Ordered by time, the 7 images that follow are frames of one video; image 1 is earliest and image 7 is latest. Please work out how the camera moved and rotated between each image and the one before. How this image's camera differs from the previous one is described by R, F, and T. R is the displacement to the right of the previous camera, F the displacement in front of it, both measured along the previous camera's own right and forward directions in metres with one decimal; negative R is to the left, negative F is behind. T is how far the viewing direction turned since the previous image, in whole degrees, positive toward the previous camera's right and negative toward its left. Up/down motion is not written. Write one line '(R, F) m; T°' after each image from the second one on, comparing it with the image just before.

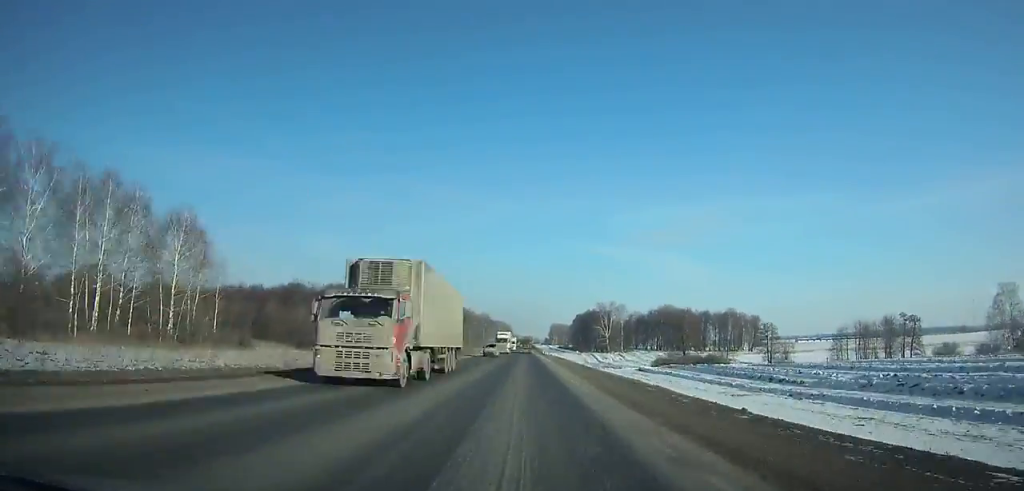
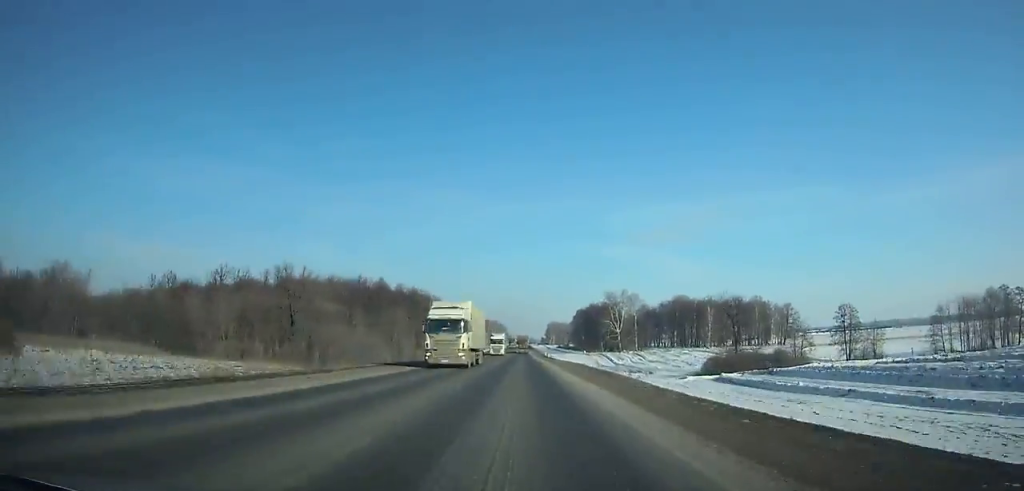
(+0.2, +39.7) m; 0°
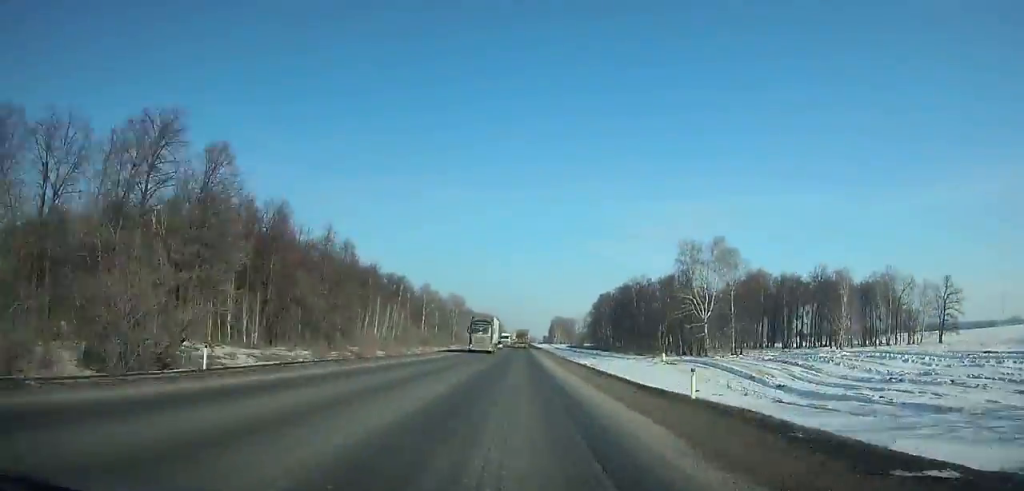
(+0.3, +97.6) m; 0°
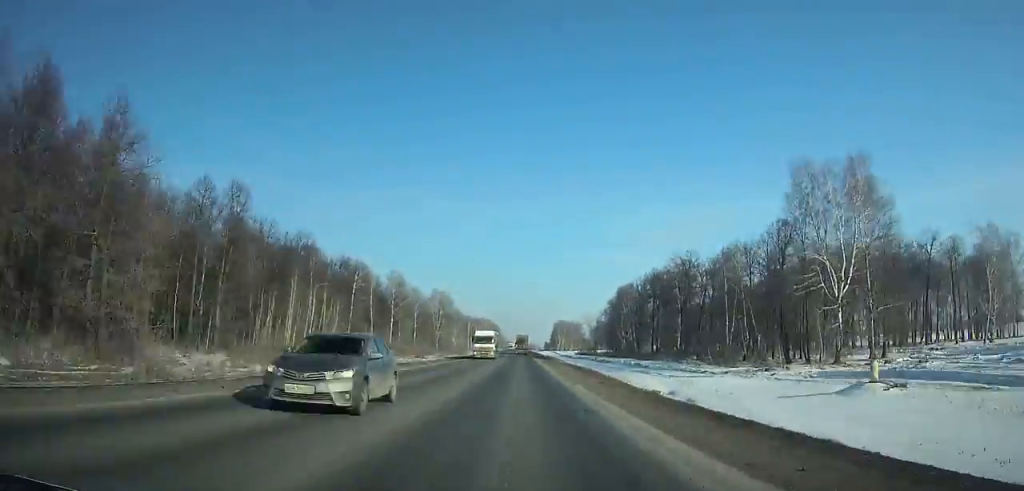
(0.0, +47.1) m; 0°
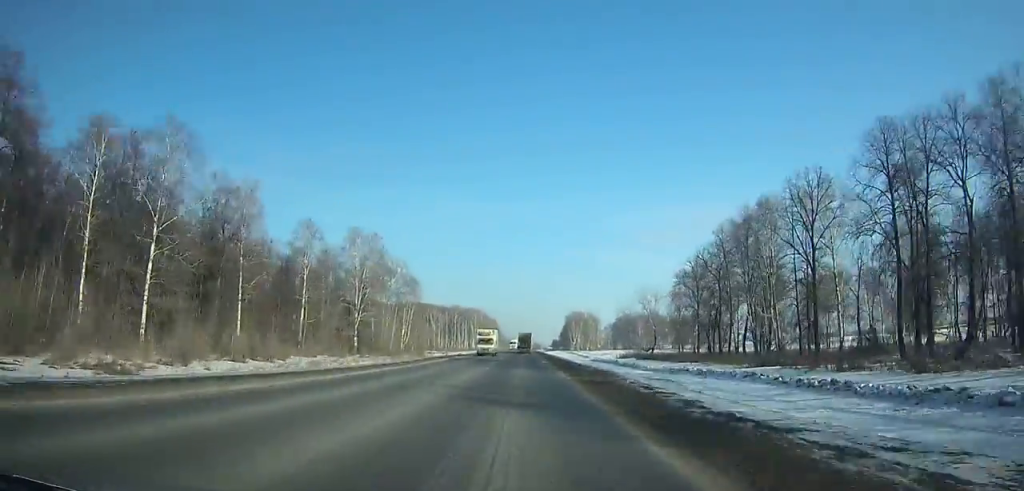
(0.0, +101.3) m; 0°
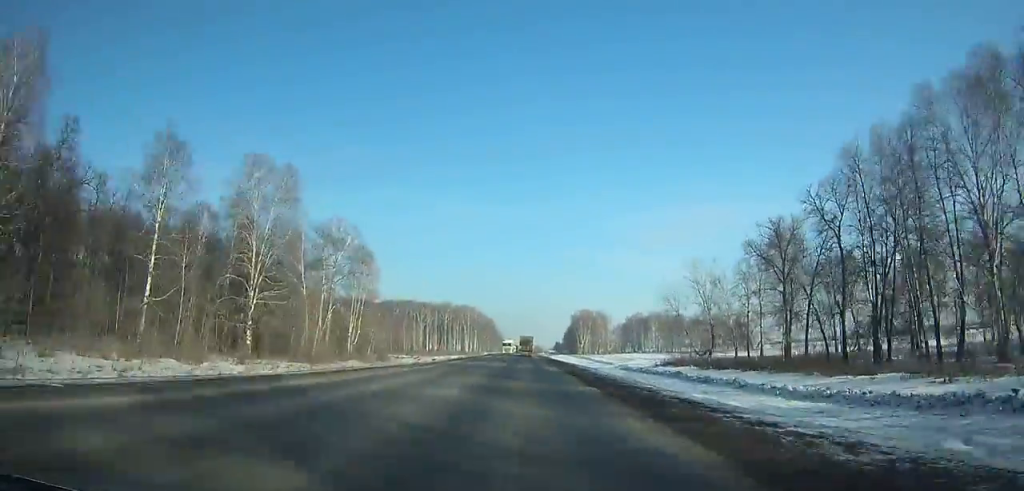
(-0.1, +41.2) m; 0°
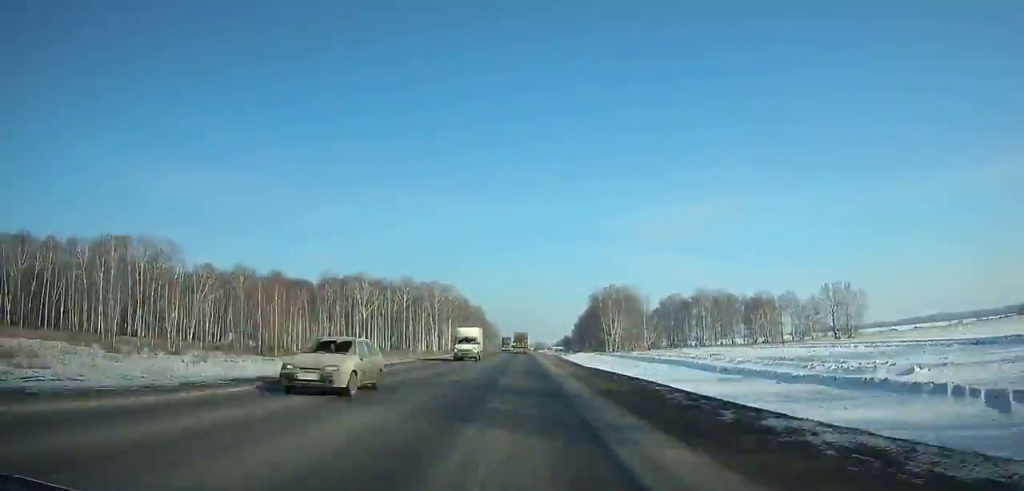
(+0.2, +97.1) m; 0°
